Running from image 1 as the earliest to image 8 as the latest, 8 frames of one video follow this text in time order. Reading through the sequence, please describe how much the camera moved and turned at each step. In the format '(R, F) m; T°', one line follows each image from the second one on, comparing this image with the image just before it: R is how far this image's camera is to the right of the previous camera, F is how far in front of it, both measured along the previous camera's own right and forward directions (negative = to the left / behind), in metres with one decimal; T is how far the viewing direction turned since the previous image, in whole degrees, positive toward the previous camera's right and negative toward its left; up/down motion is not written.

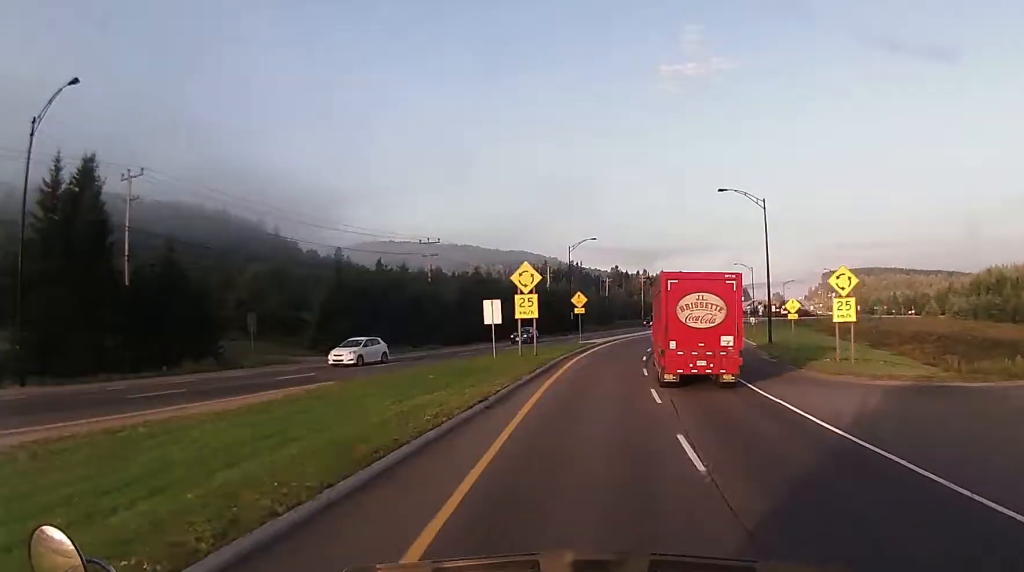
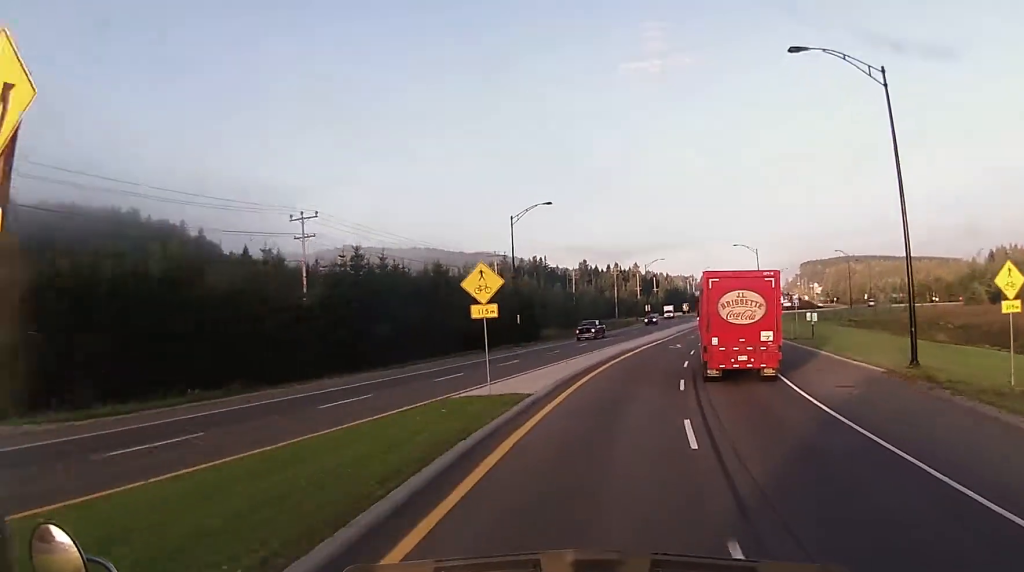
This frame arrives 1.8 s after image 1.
(+1.5, +34.7) m; +5°
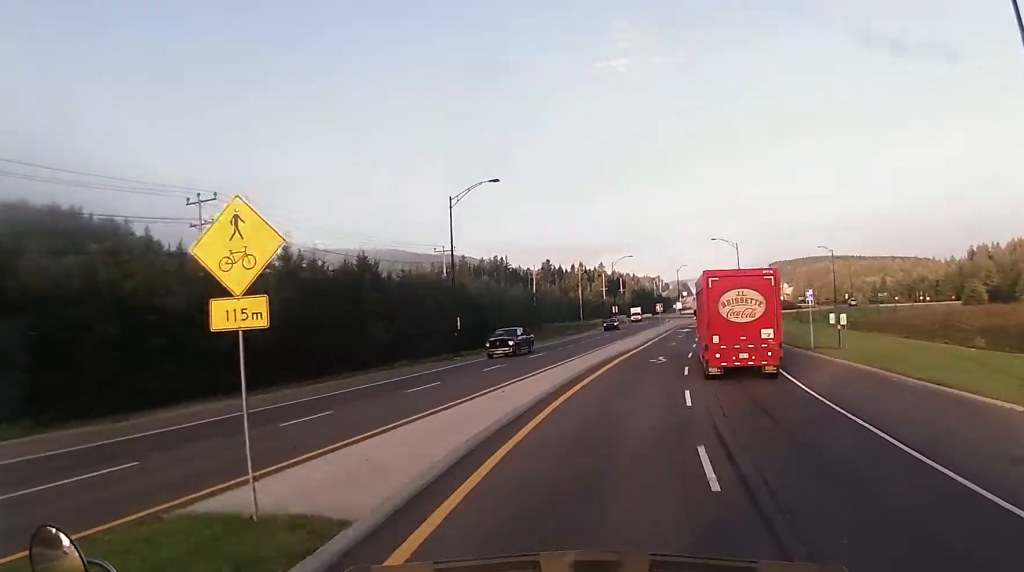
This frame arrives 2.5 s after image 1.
(+0.2, +13.0) m; +2°
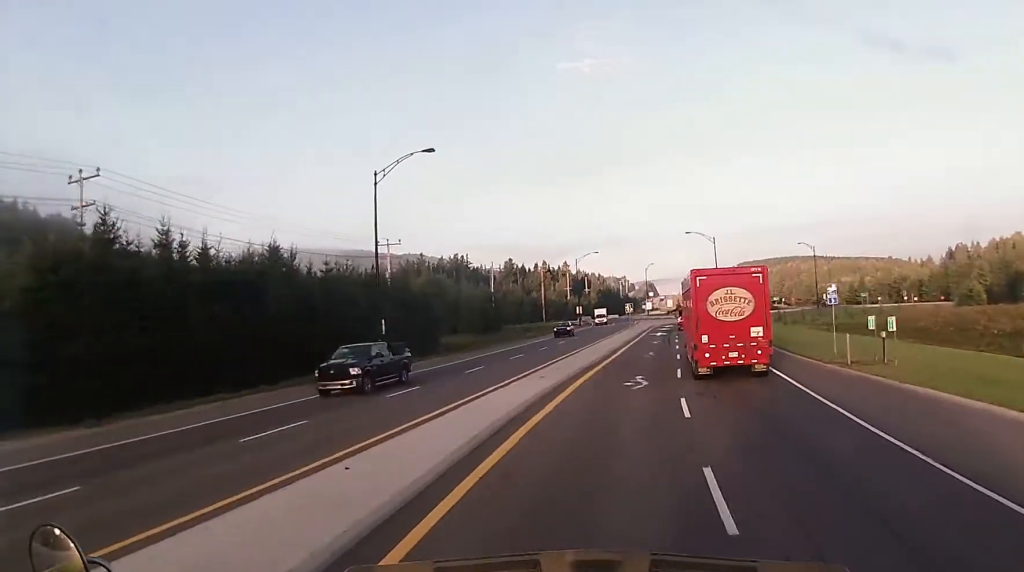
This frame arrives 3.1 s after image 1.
(-0.2, +11.0) m; +2°
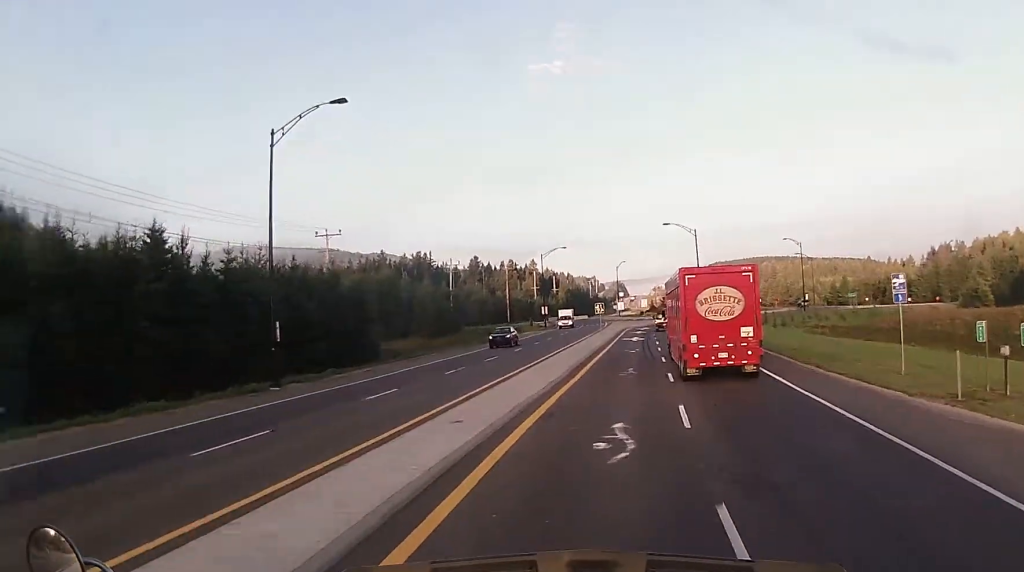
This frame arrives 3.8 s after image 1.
(+0.4, +11.2) m; +3°
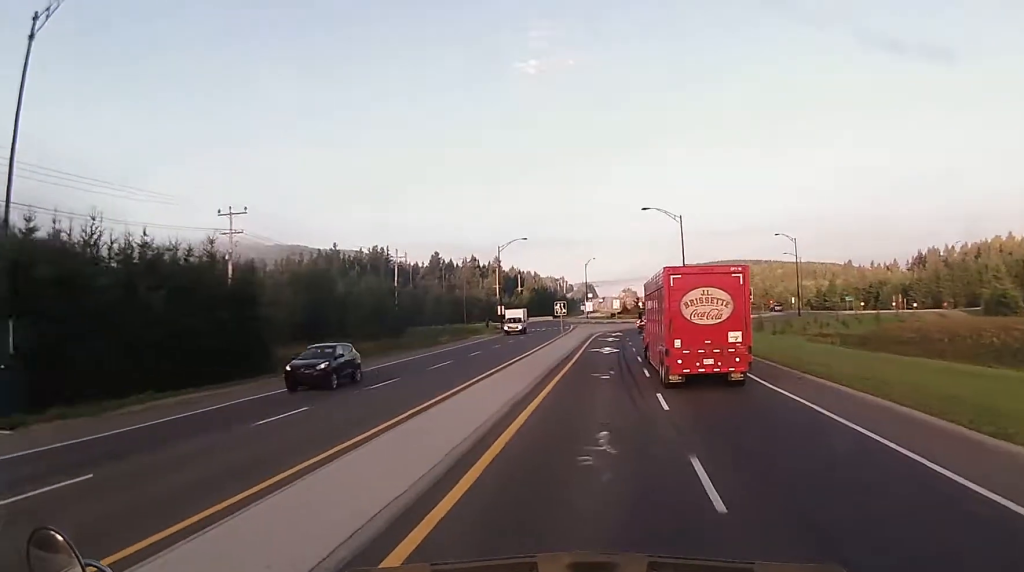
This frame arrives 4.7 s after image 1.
(+0.6, +16.1) m; +3°
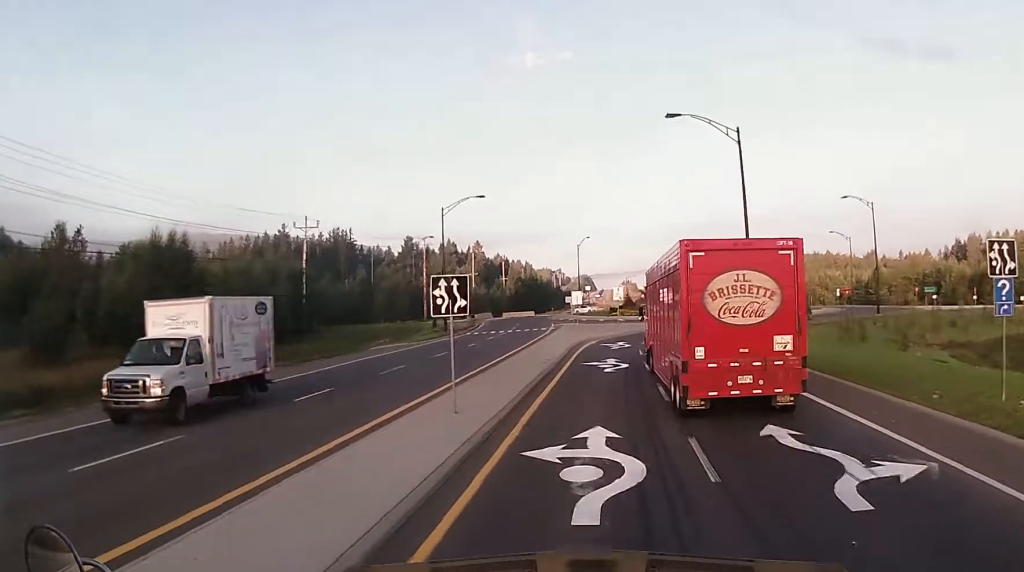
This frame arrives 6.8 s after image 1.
(+0.5, +34.9) m; 0°
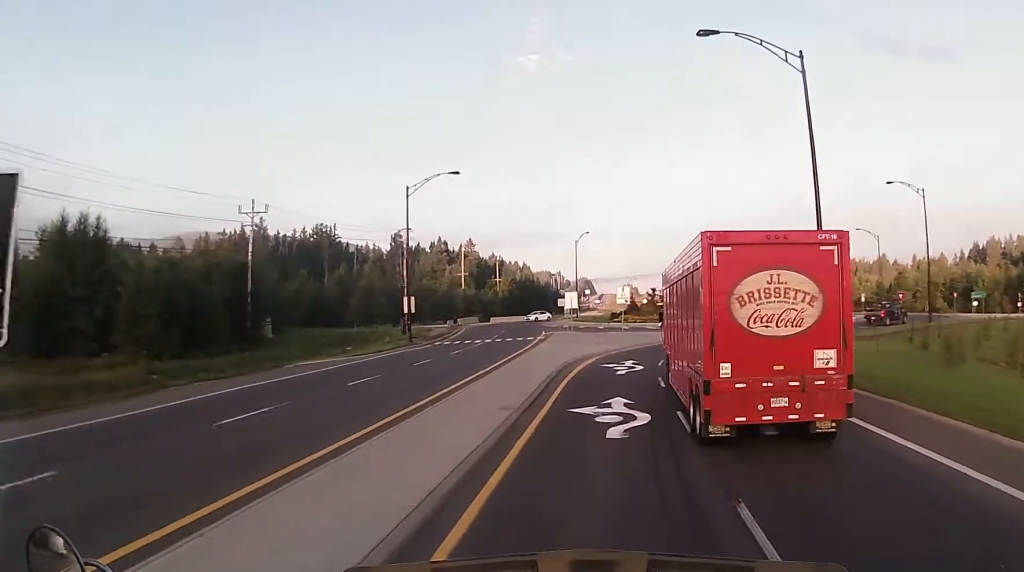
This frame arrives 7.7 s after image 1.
(-0.1, +13.6) m; 0°
